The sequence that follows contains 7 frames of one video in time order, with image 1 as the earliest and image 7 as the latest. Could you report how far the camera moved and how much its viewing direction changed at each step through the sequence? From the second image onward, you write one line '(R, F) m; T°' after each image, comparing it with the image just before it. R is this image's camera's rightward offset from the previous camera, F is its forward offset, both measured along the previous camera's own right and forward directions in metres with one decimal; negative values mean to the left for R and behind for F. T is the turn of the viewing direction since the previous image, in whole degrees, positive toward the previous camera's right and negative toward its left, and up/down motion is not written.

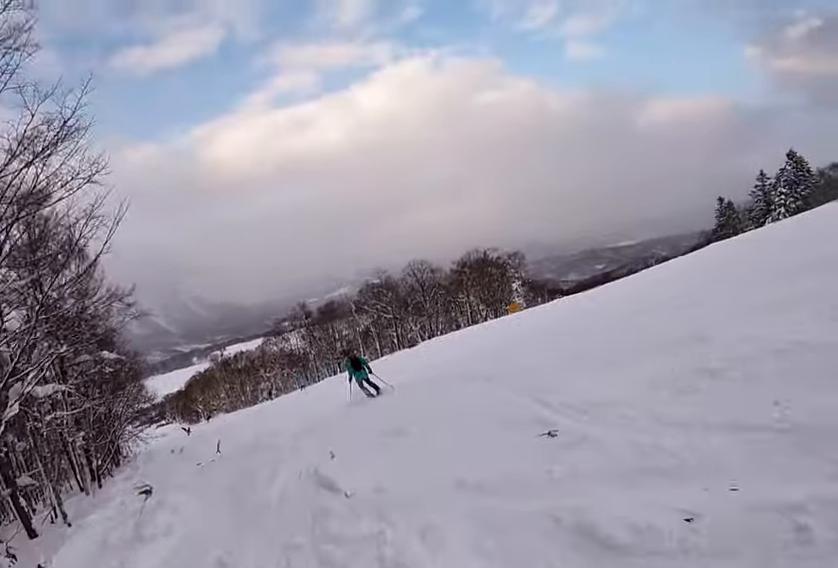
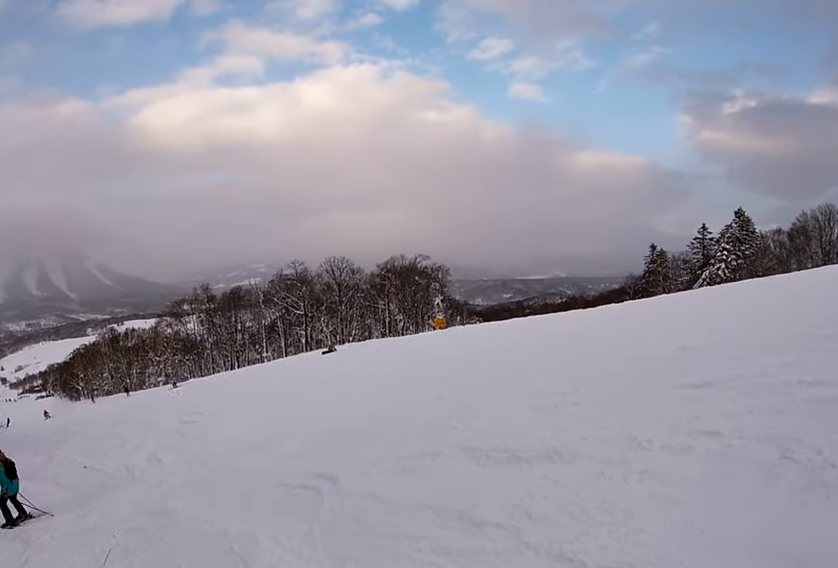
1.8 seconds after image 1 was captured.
(+1.4, +8.6) m; +1°
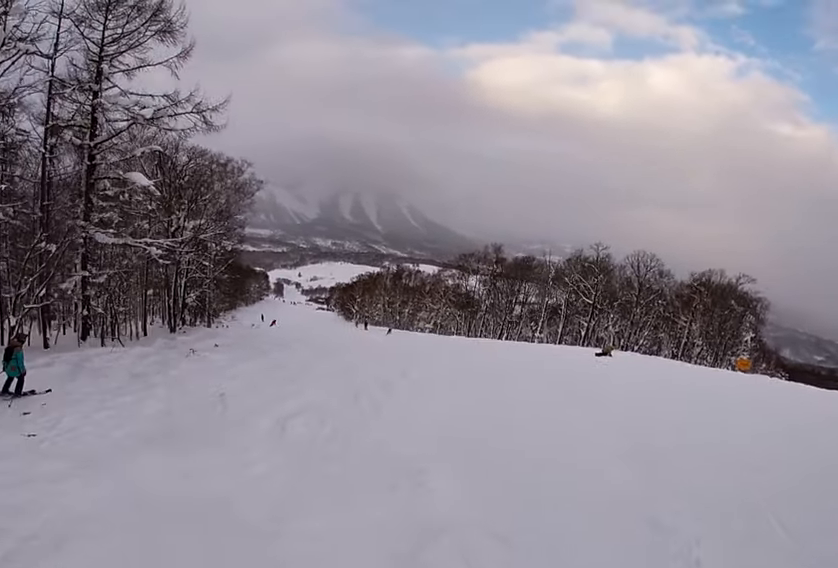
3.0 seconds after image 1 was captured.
(-0.9, +5.4) m; -36°
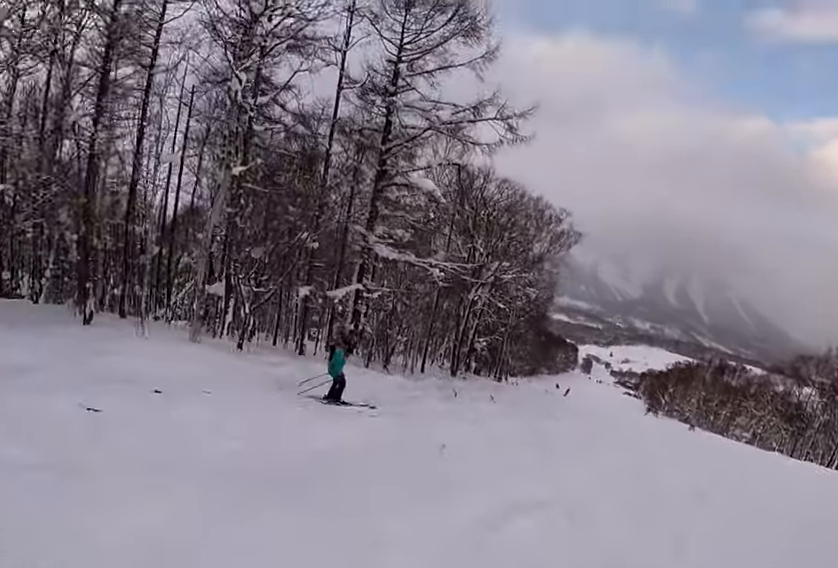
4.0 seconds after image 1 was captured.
(-1.5, +3.5) m; -25°
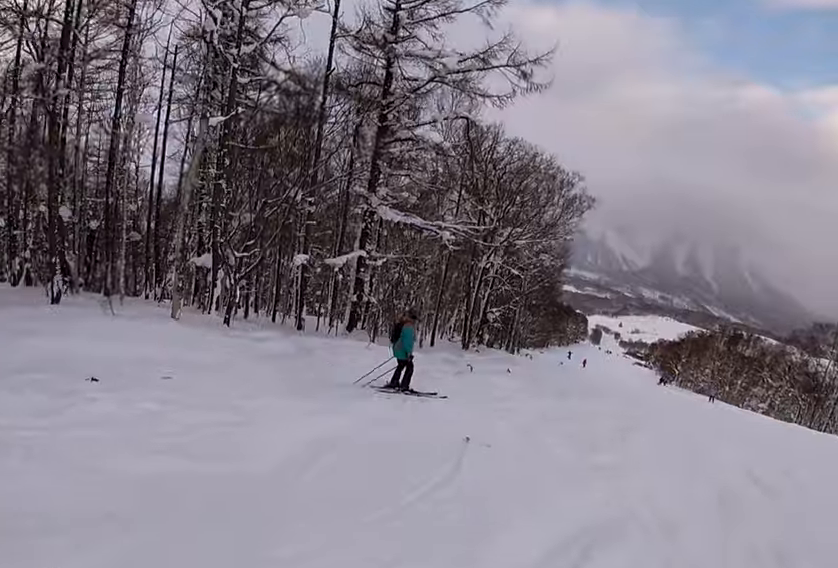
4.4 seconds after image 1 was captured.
(-0.4, +1.7) m; -6°
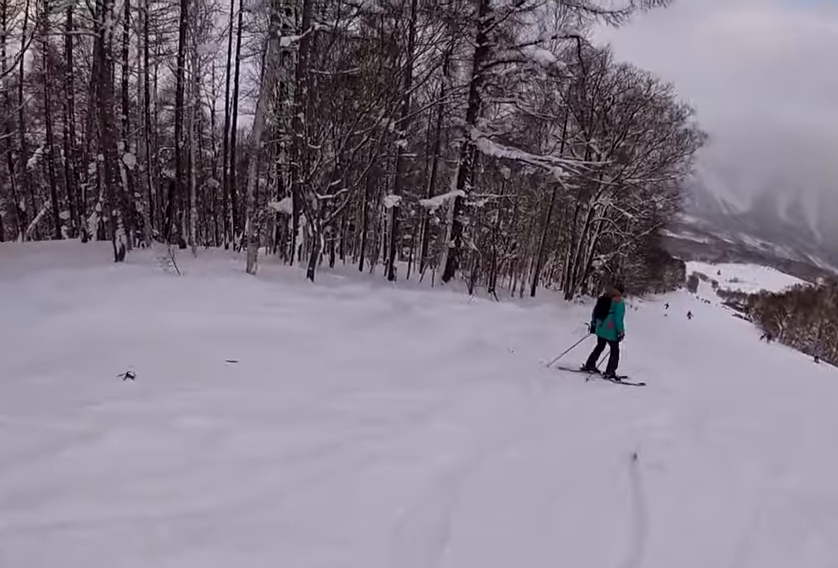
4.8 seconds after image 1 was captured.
(+0.3, +1.8) m; +5°
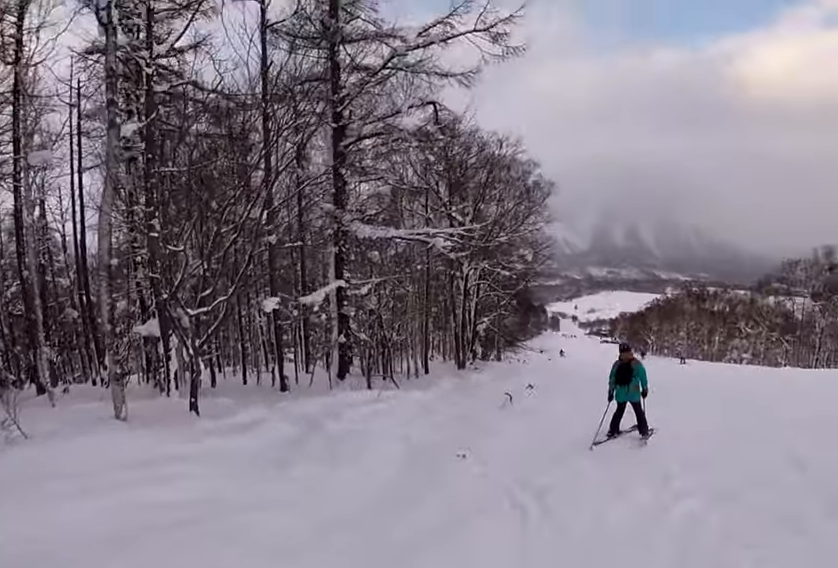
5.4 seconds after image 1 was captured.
(+0.1, +2.1) m; +6°
